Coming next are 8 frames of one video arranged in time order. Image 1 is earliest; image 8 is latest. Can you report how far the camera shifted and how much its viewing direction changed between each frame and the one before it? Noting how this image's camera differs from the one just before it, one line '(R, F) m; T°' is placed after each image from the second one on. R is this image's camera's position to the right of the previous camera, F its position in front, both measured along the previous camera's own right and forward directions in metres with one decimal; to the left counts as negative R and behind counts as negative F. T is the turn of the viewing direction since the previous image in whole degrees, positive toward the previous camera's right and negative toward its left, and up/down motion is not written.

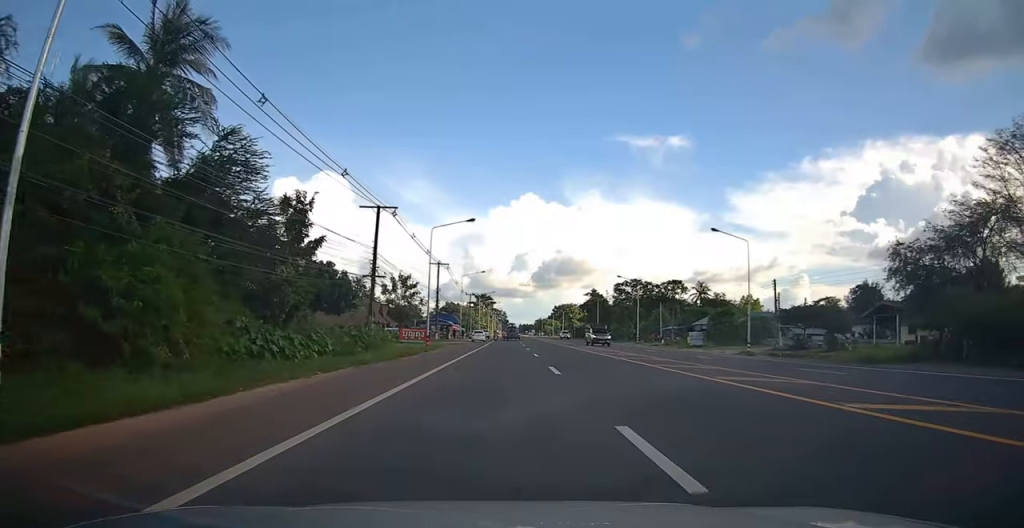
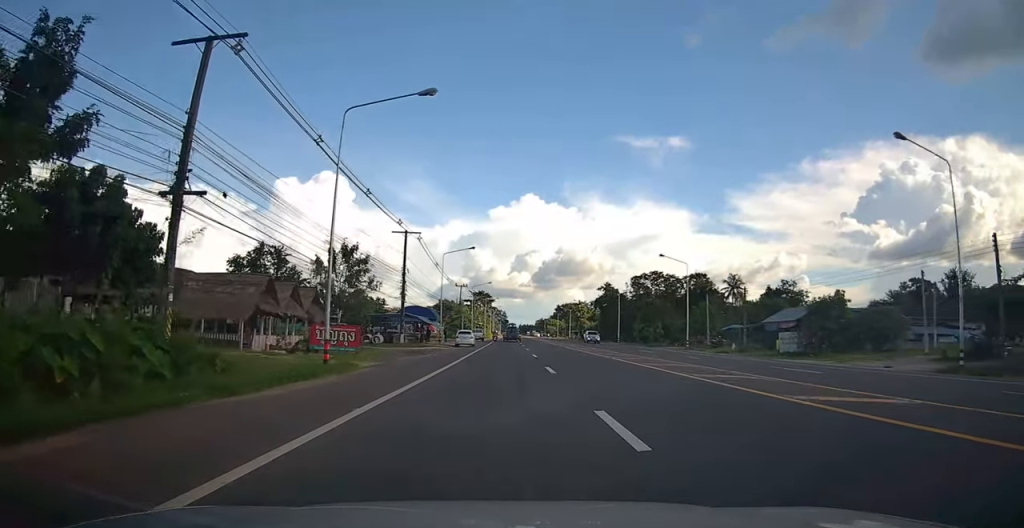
(+0.1, +22.3) m; +2°
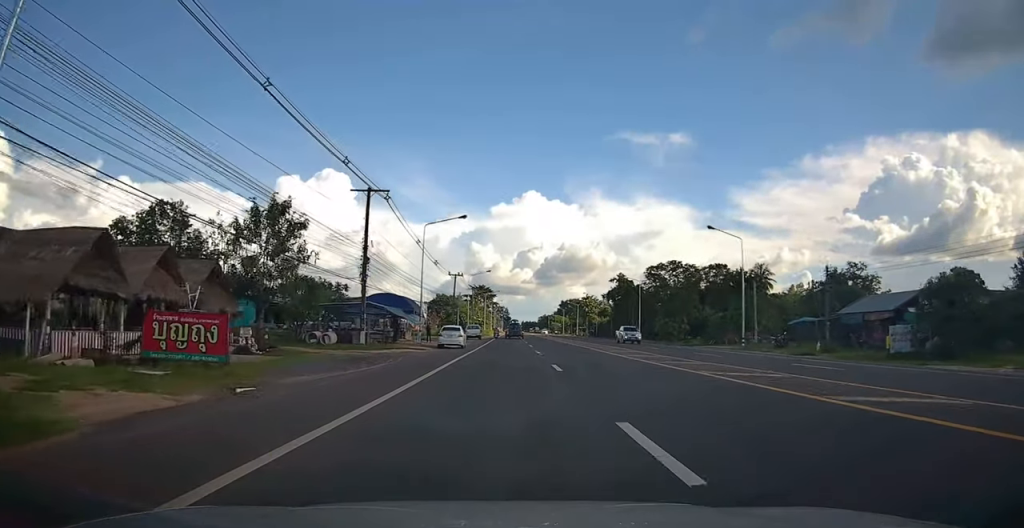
(+0.2, +13.4) m; -1°
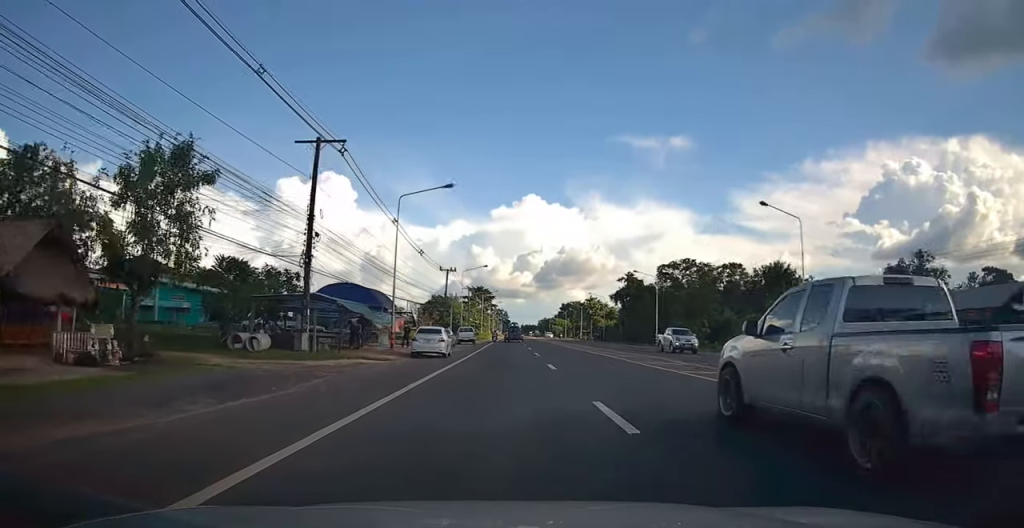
(0.0, +9.6) m; -1°
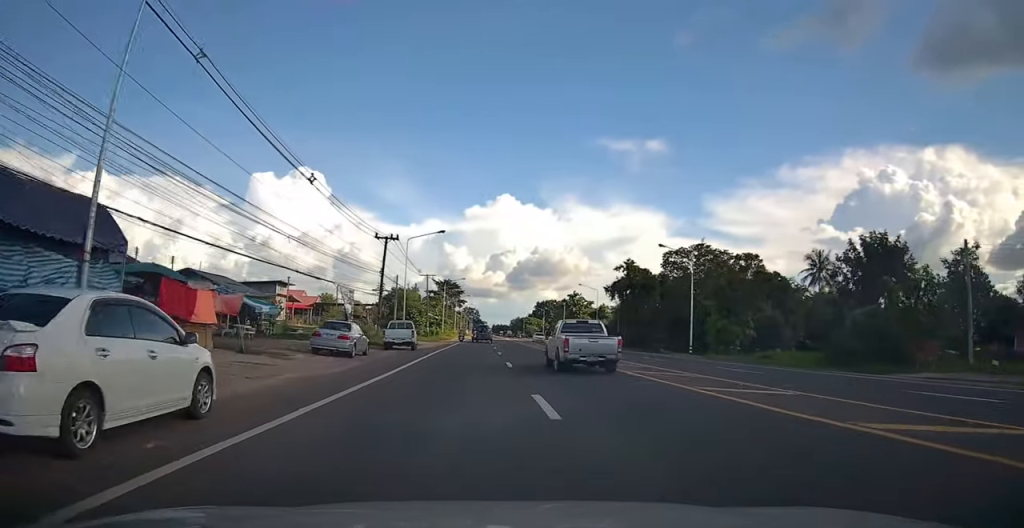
(-0.1, +22.8) m; +2°
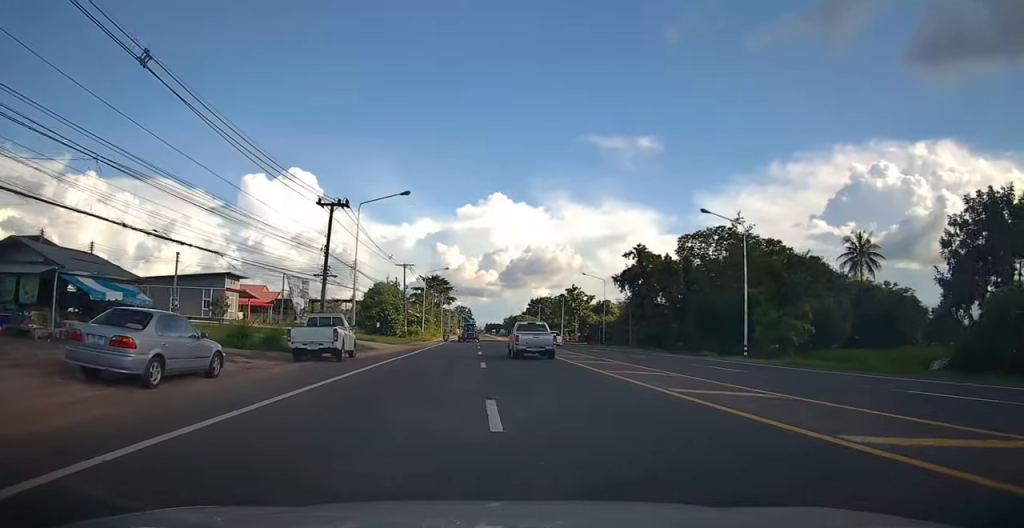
(+0.3, +12.8) m; +2°
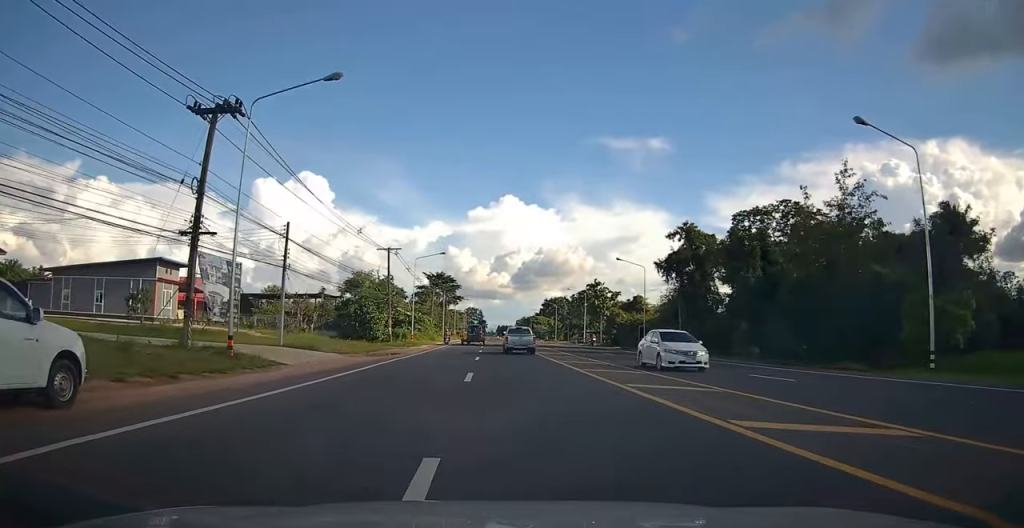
(+0.2, +16.2) m; 0°
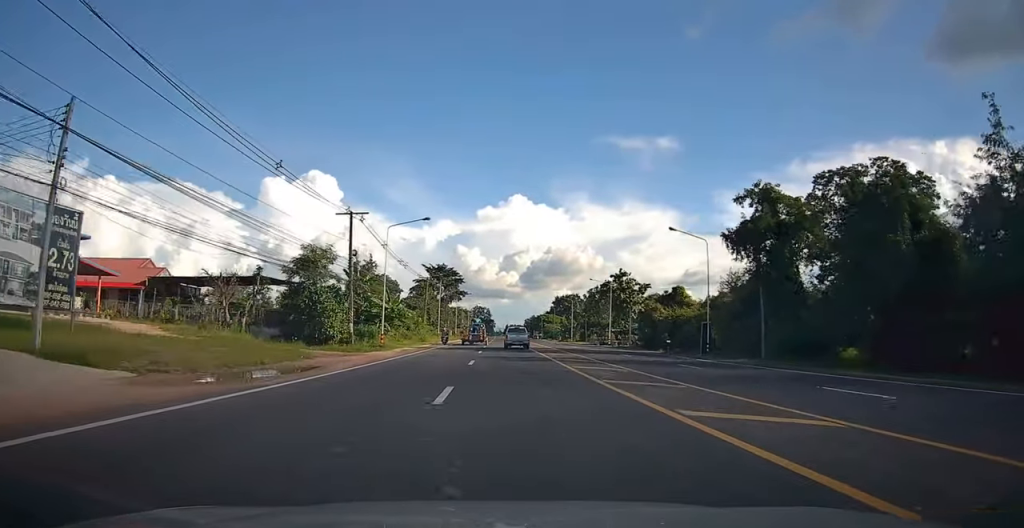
(-0.1, +16.7) m; -2°
